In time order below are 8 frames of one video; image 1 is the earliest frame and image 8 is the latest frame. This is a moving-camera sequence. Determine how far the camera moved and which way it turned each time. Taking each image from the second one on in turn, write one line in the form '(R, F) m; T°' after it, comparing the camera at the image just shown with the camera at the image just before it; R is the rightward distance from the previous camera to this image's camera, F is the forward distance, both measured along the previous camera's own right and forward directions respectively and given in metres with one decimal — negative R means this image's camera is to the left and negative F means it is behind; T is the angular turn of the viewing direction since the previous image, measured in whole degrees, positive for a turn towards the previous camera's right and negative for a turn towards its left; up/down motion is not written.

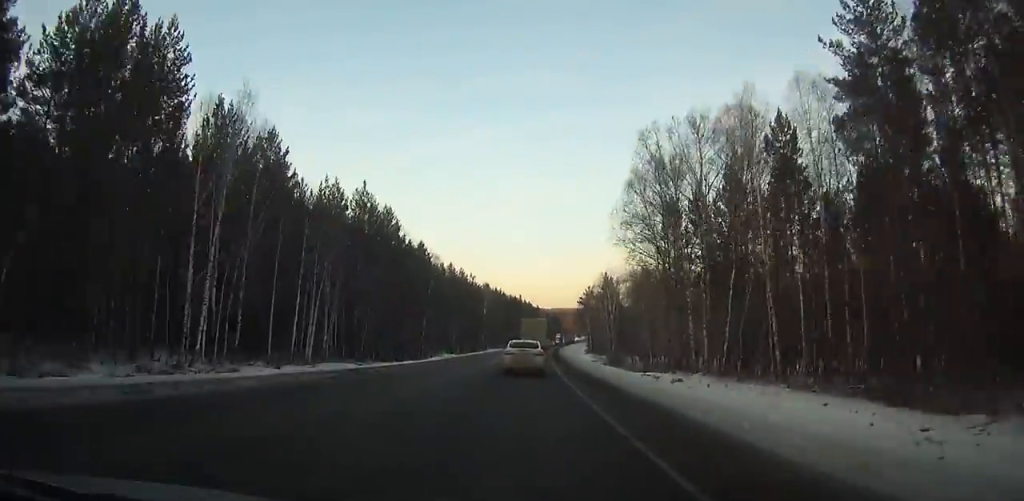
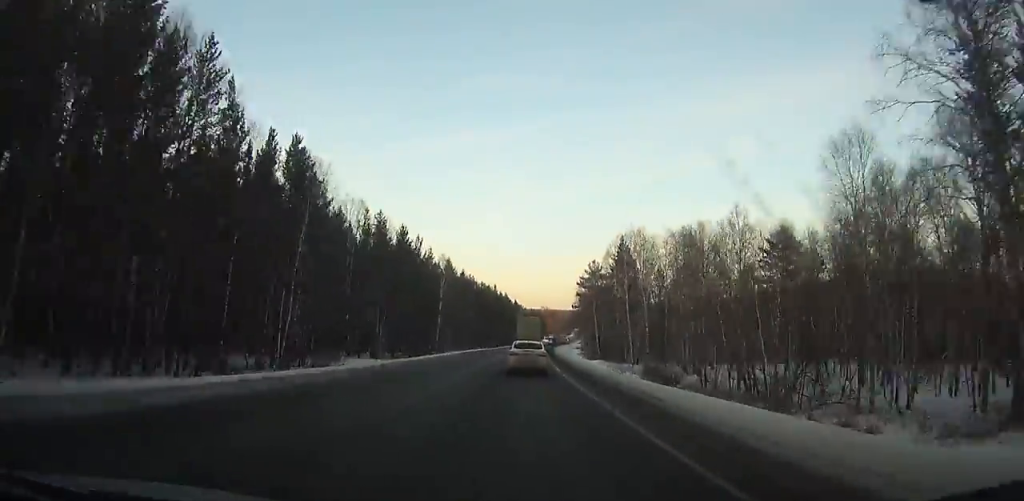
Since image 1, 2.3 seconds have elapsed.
(+0.9, +53.5) m; +2°
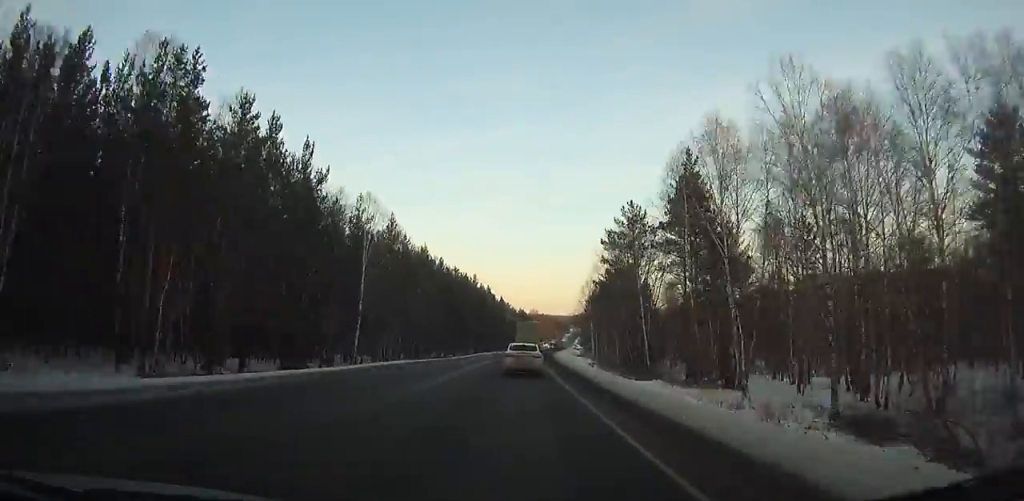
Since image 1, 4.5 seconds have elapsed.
(+0.6, +49.9) m; +2°
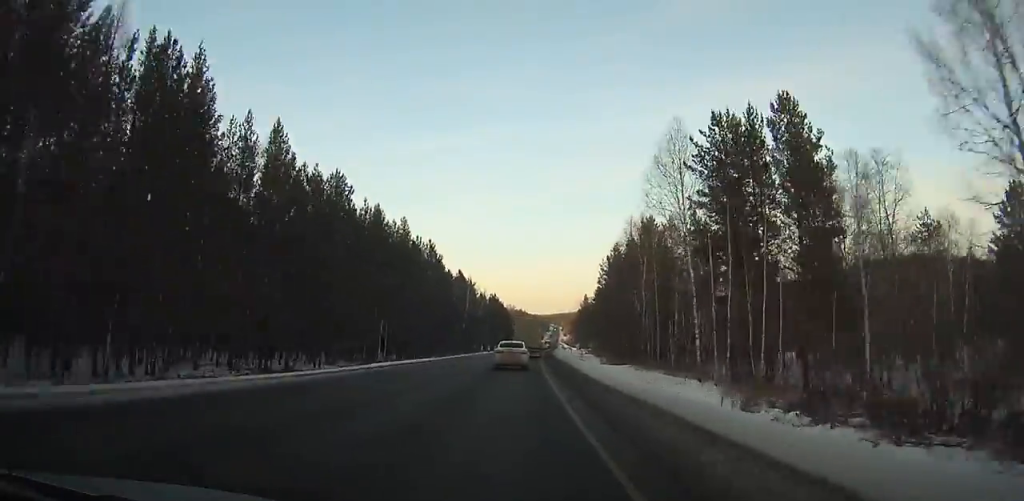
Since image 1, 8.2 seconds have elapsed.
(+2.1, +79.4) m; +2°
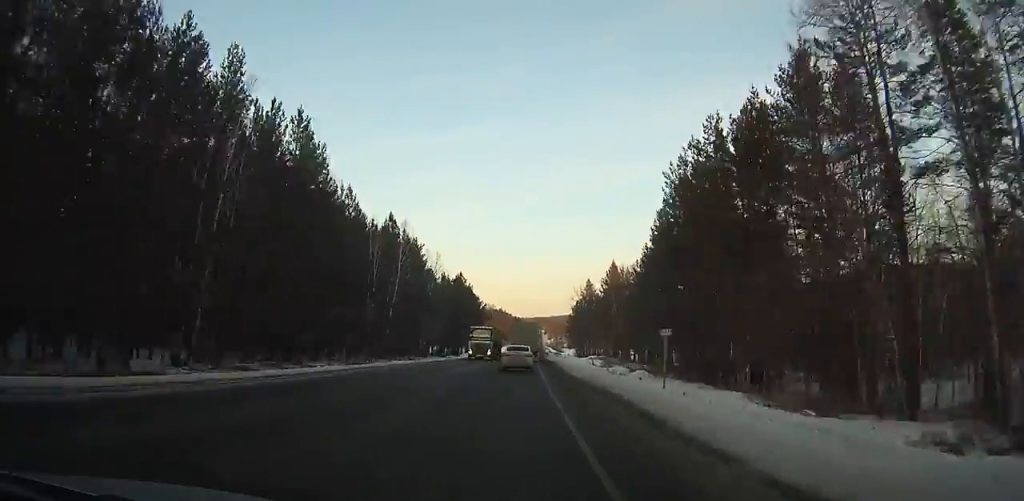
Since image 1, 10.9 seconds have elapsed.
(+0.5, +55.0) m; +1°
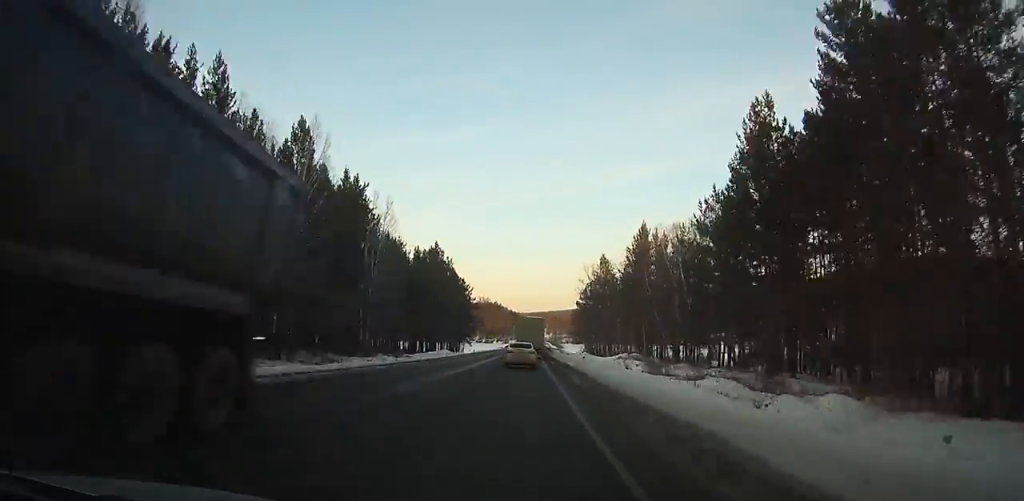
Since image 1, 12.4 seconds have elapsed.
(+0.2, +29.3) m; 0°
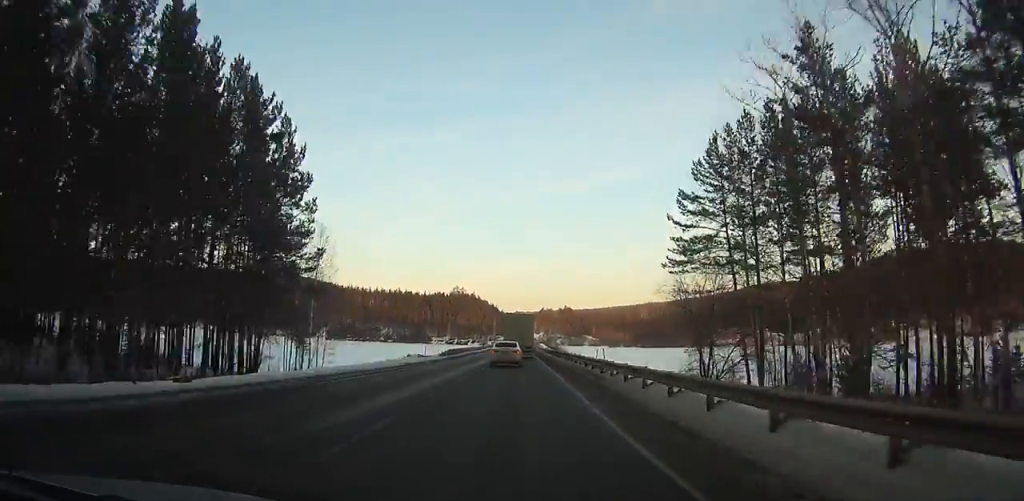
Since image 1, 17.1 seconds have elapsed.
(+0.7, +93.5) m; 0°
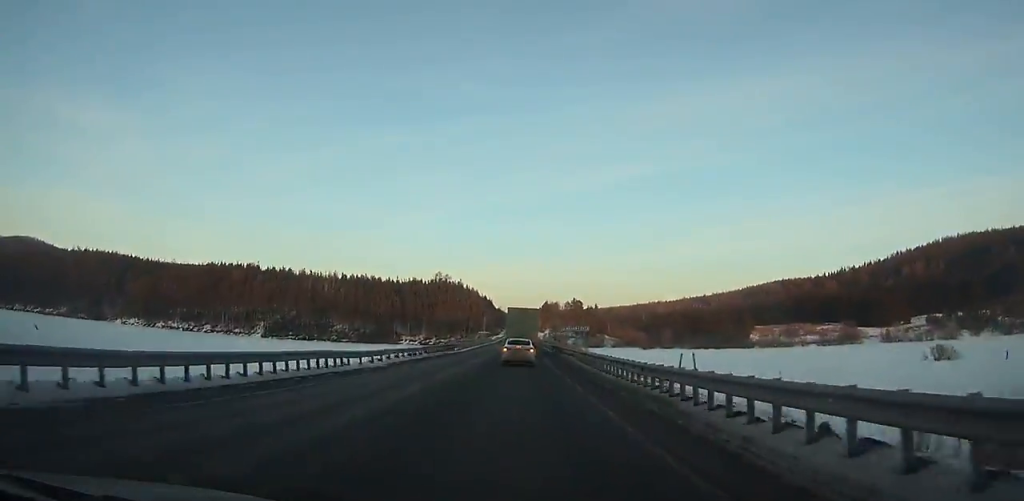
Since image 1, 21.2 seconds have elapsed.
(-0.1, +84.7) m; 0°
